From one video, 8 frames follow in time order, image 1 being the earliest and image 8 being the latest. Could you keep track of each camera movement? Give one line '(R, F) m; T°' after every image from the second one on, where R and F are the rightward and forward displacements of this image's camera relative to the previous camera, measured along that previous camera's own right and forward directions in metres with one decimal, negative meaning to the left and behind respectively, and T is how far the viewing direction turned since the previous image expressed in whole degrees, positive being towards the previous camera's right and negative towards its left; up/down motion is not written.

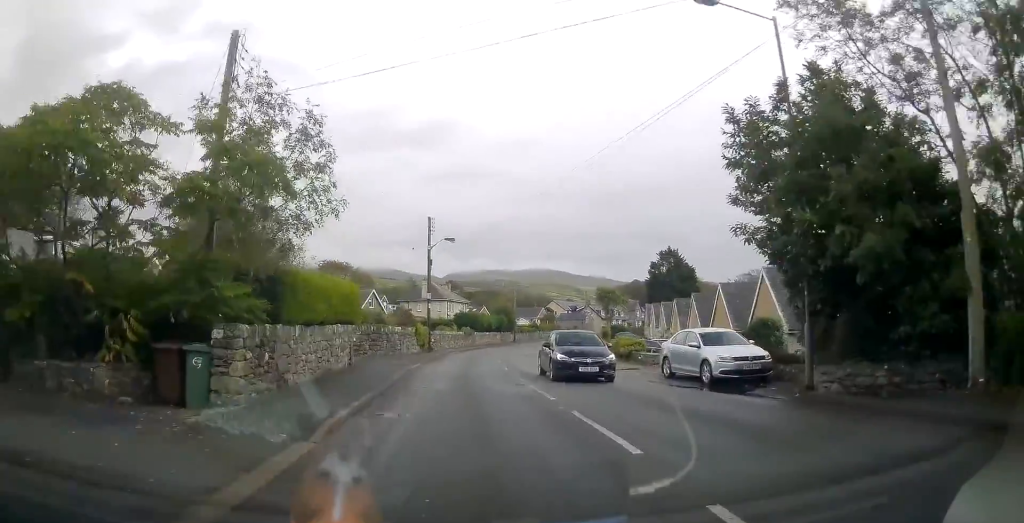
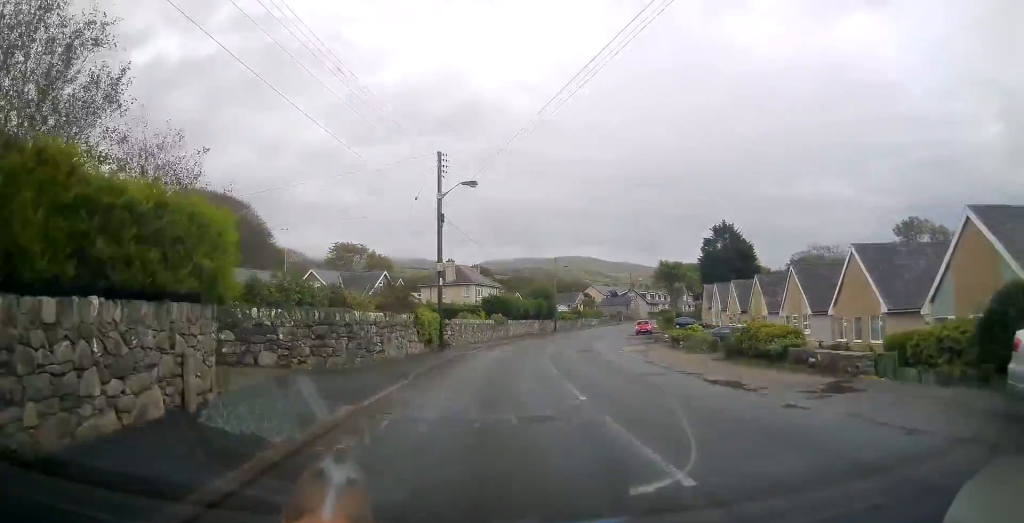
(-0.4, +13.2) m; -5°
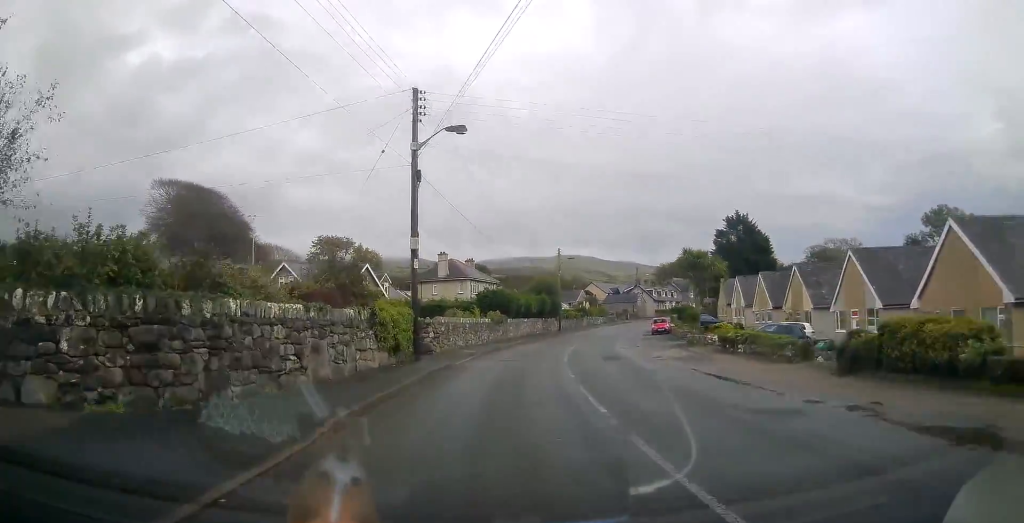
(-0.5, +7.6) m; -1°
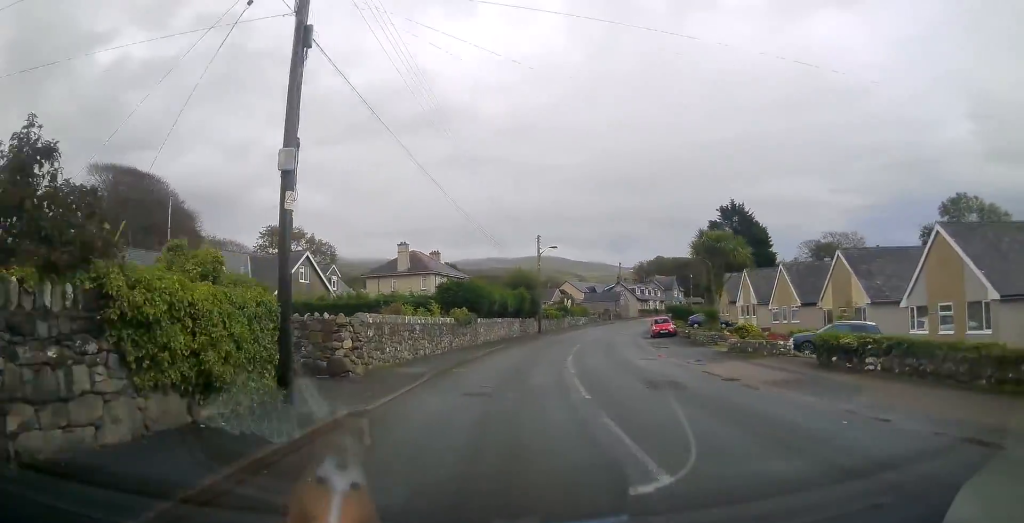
(+0.1, +9.9) m; +1°
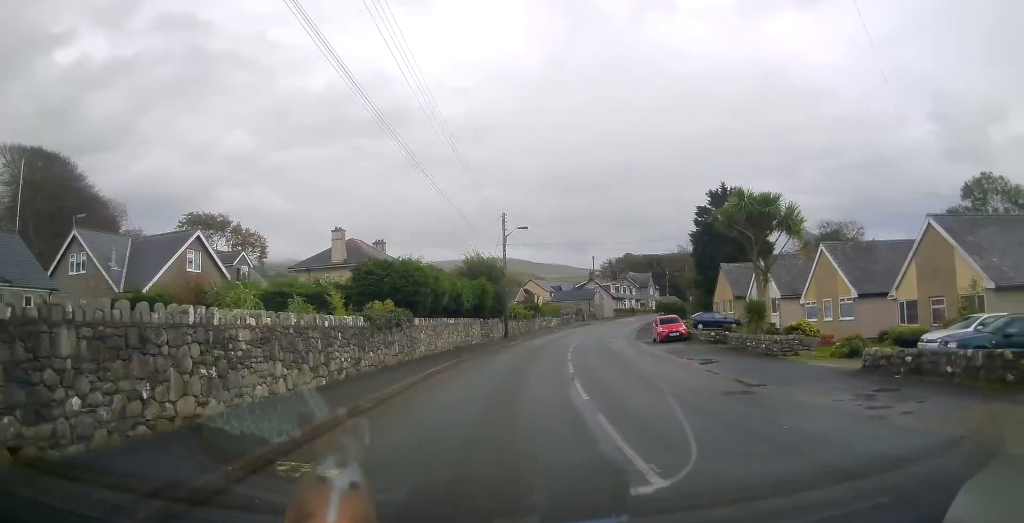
(+0.2, +11.8) m; +3°
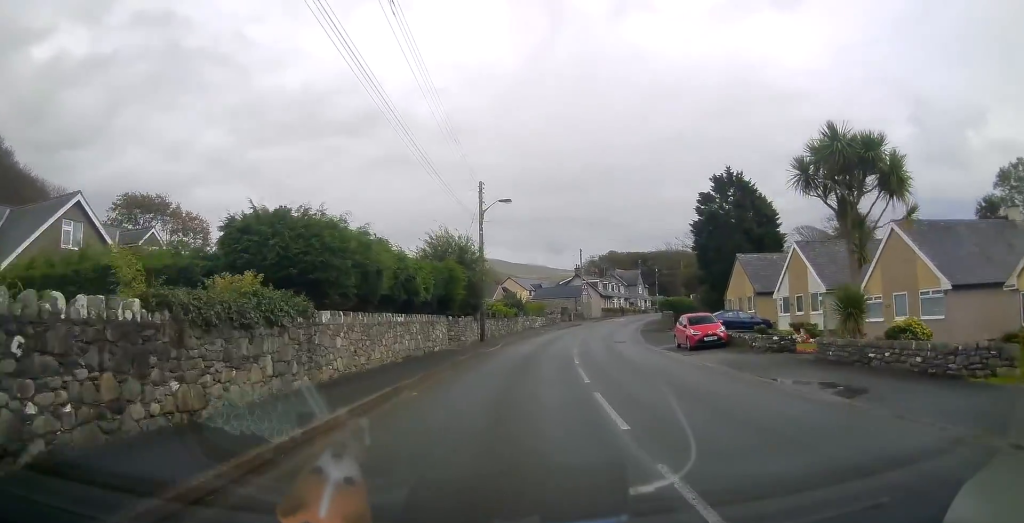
(+0.2, +9.1) m; +2°
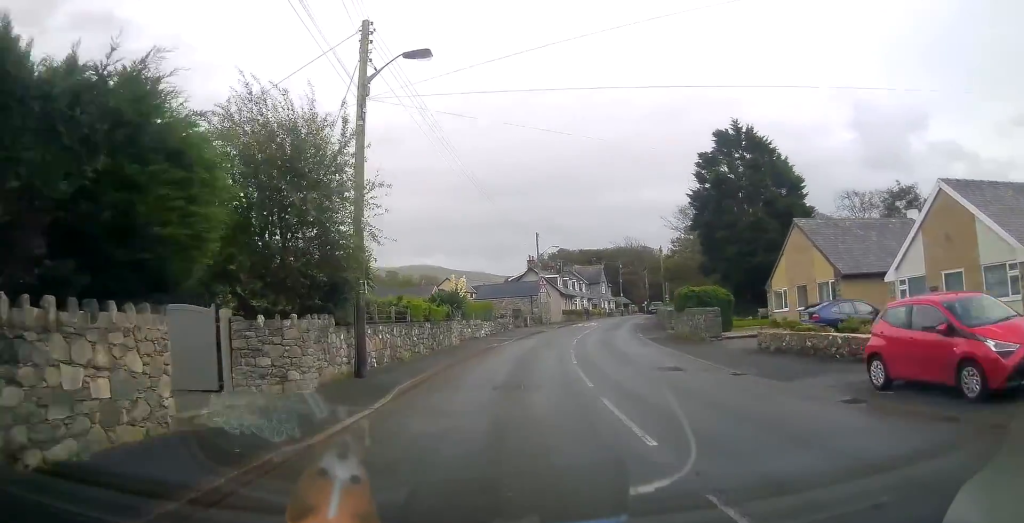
(+0.6, +18.6) m; +4°
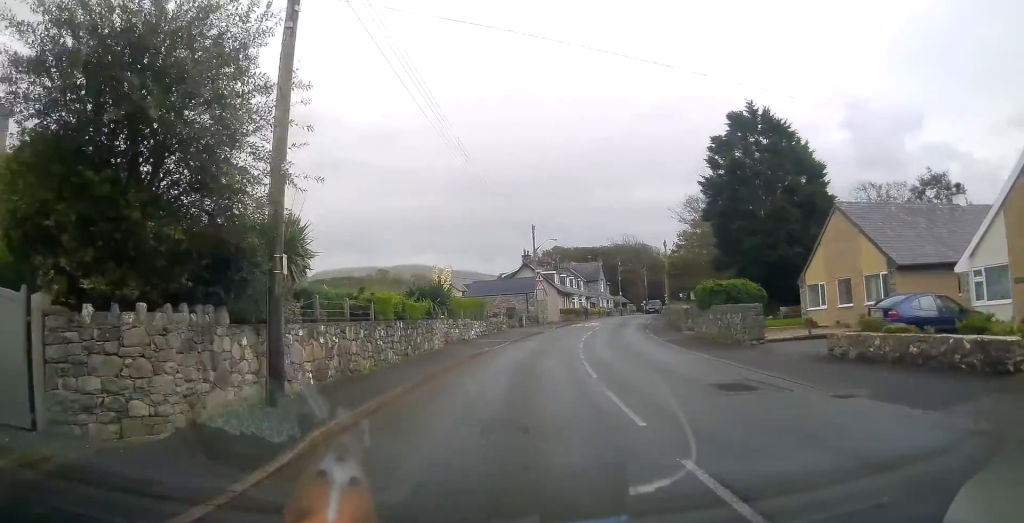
(+0.2, +4.9) m; +1°
